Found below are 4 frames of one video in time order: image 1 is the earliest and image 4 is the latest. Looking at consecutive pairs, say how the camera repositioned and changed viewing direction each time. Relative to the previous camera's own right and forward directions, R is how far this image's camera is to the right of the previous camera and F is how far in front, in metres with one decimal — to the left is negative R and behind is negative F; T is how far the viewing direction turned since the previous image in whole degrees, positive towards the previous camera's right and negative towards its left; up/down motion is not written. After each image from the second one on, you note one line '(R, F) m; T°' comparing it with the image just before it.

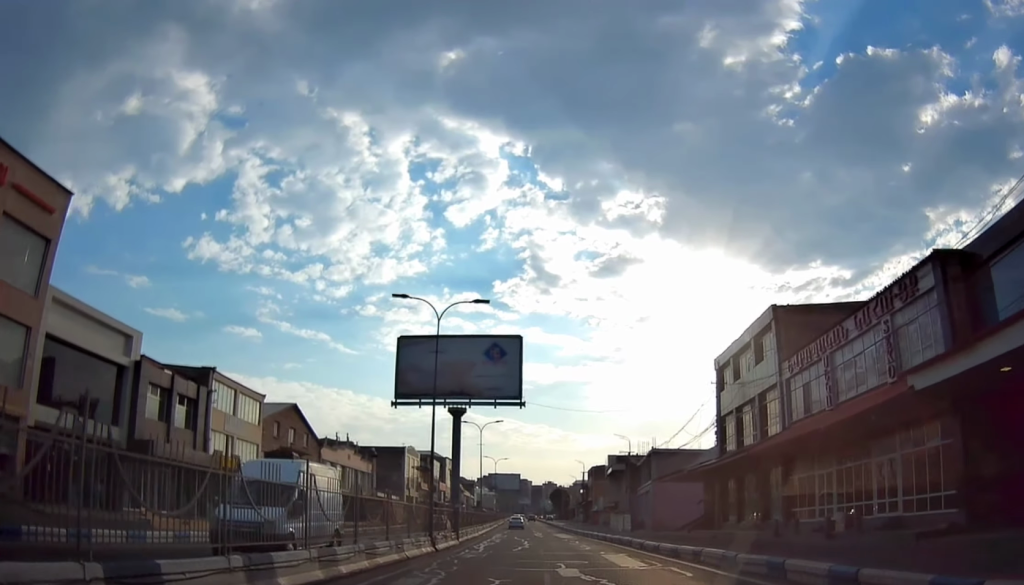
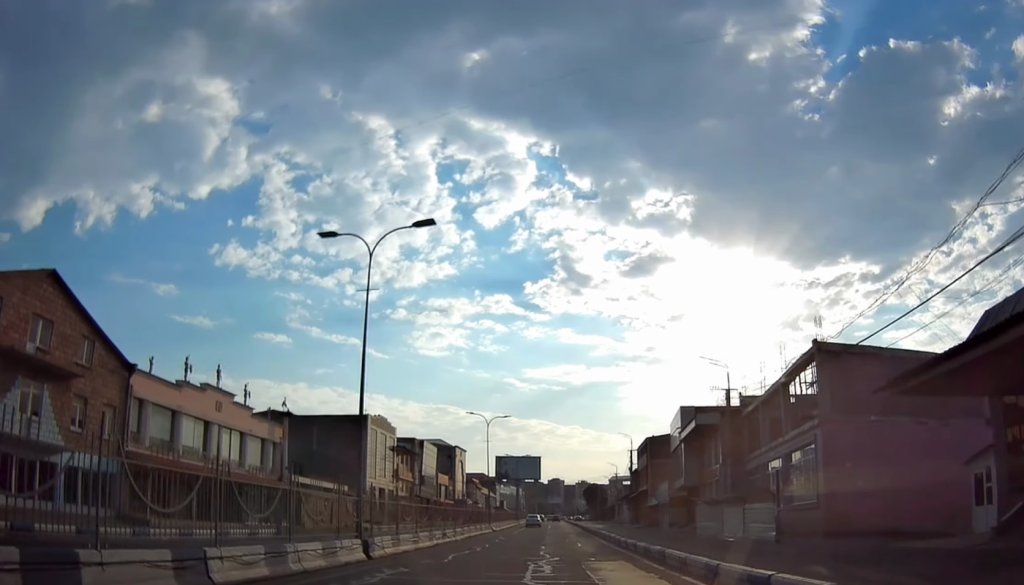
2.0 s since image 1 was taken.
(-1.6, +38.2) m; -4°
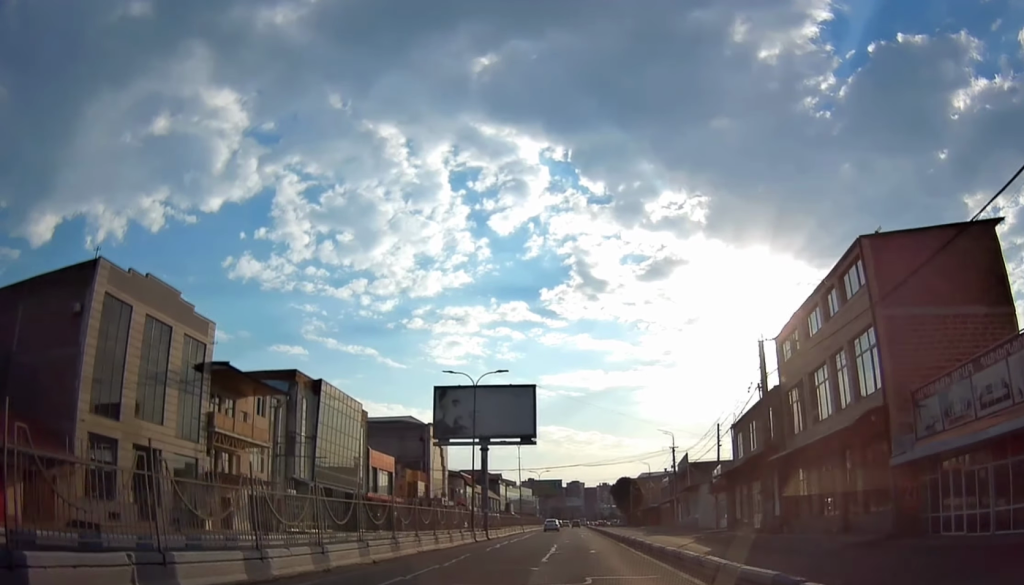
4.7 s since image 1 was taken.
(-0.3, +52.8) m; -1°
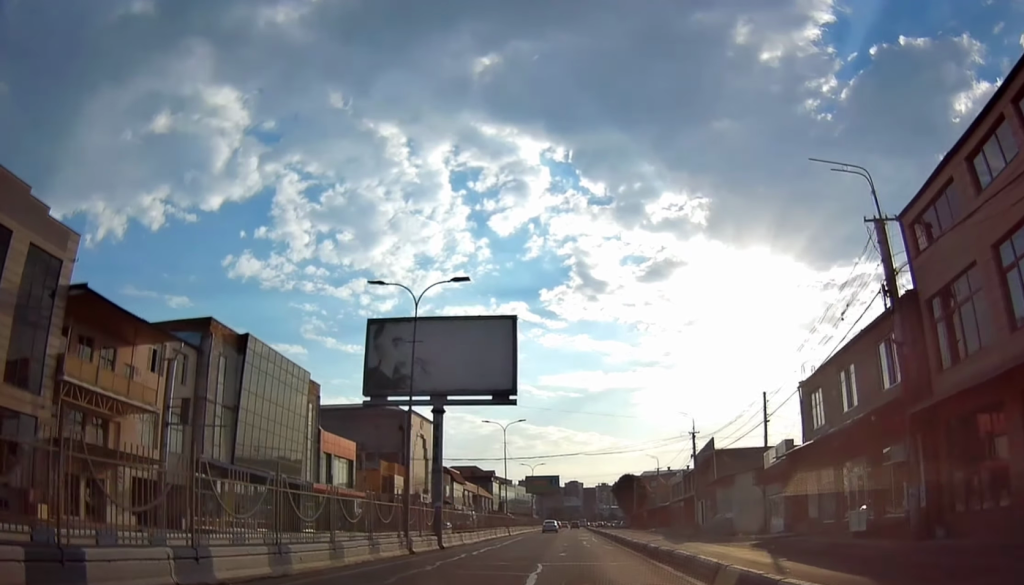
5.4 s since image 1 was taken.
(+0.3, +14.4) m; +1°
